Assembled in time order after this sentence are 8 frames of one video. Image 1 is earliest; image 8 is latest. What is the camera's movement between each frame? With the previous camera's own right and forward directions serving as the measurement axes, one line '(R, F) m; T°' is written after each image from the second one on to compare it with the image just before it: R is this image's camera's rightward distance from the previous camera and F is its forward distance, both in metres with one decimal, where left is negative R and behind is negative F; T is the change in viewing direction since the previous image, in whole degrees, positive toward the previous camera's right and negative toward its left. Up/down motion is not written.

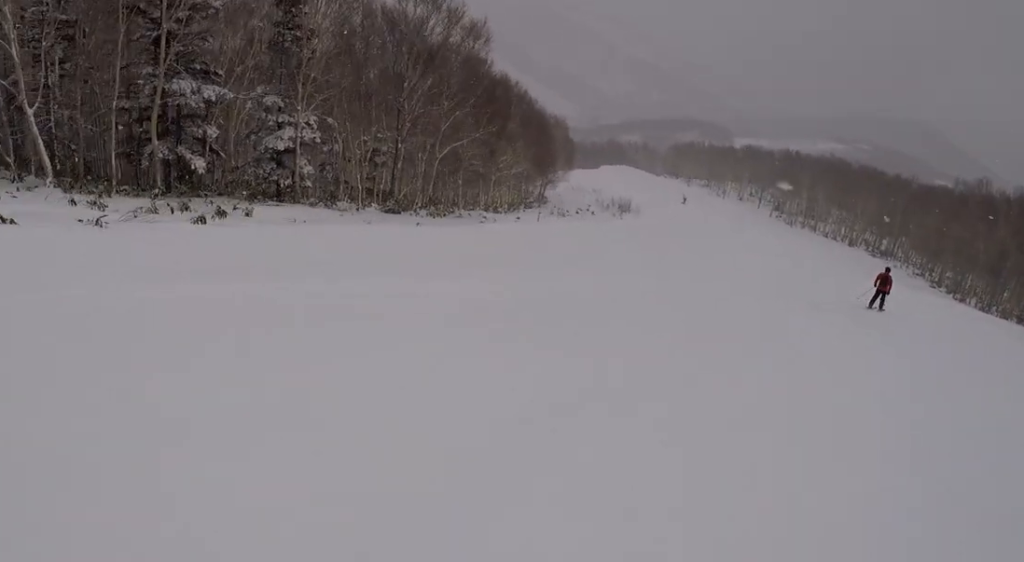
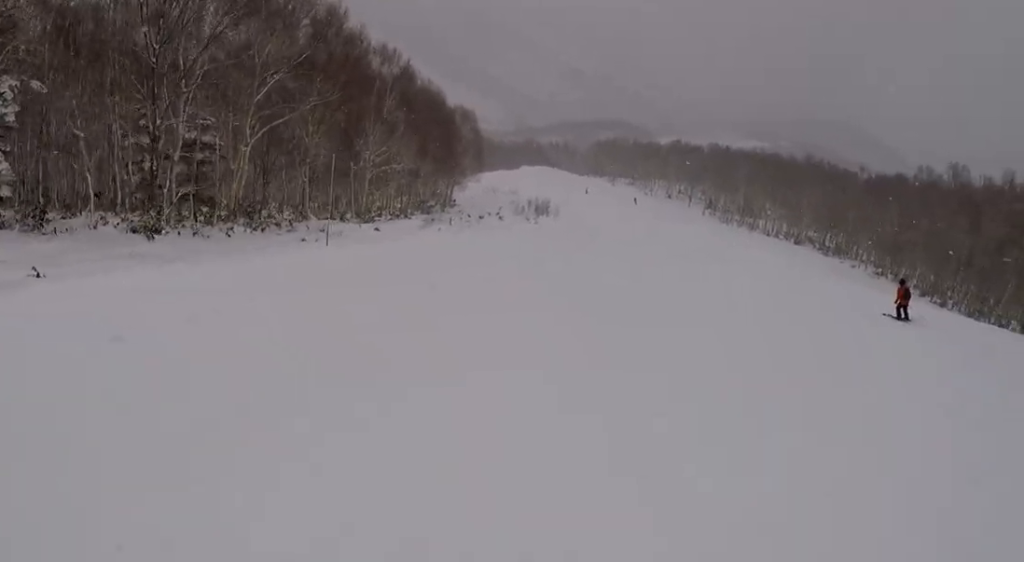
(-0.3, +14.0) m; +2°
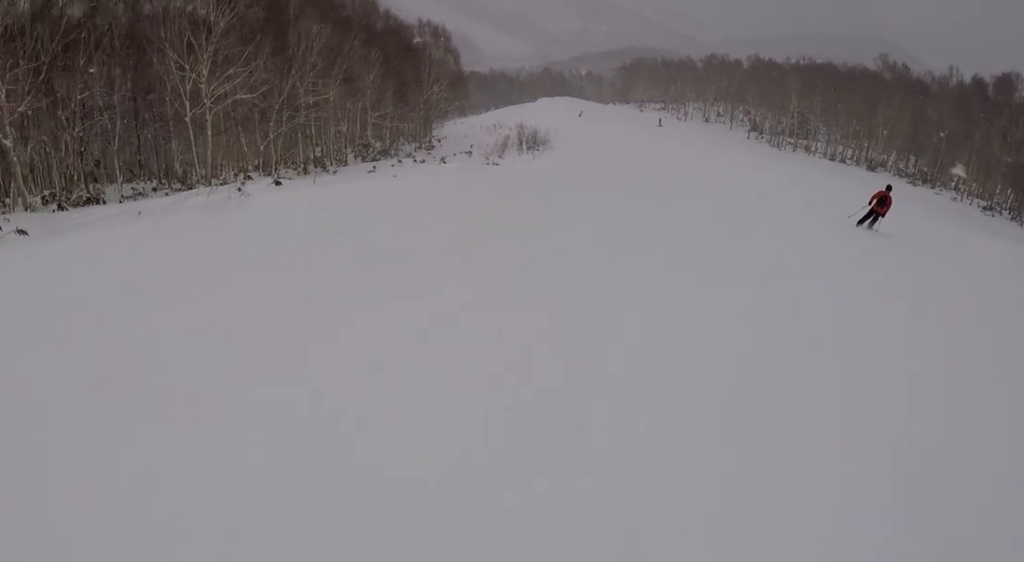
(+0.5, +18.6) m; 0°
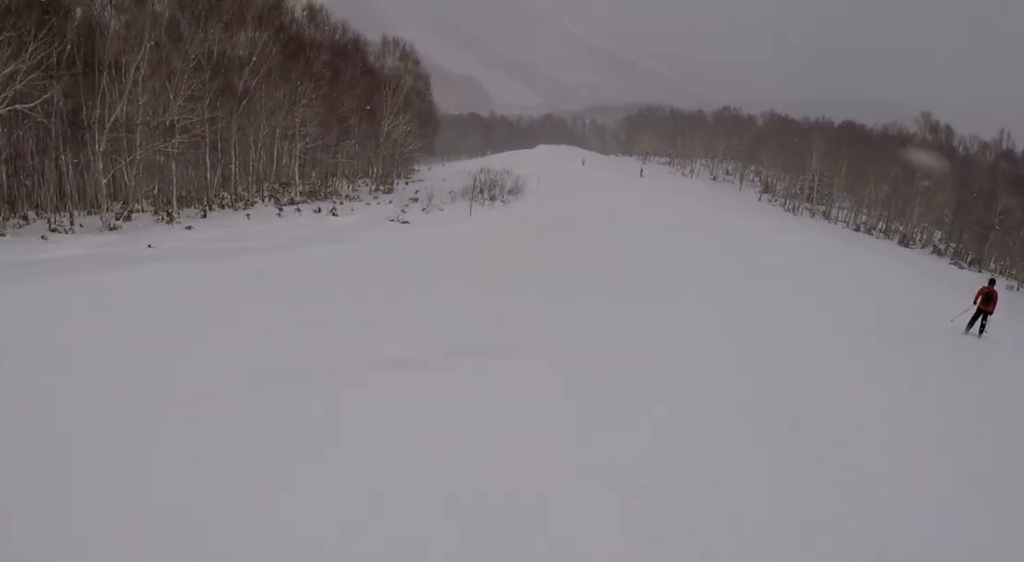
(-0.4, +11.9) m; -6°
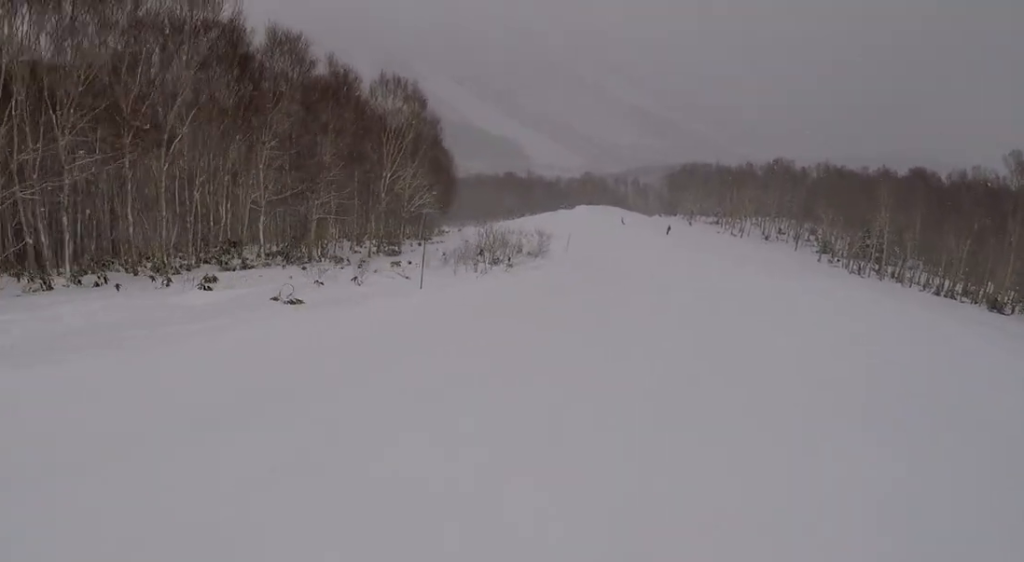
(-0.6, +9.3) m; -4°
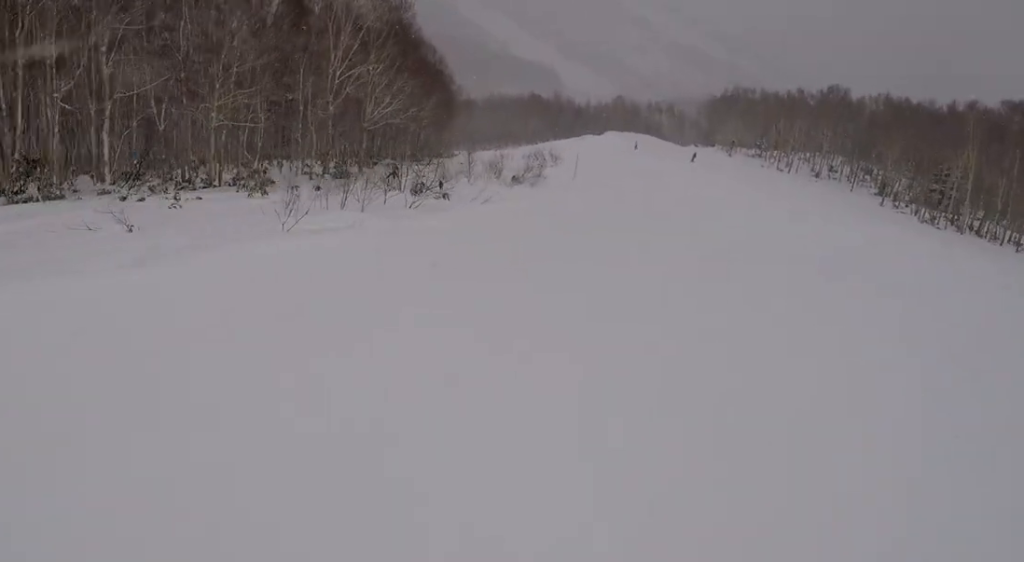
(0.0, +12.9) m; 0°
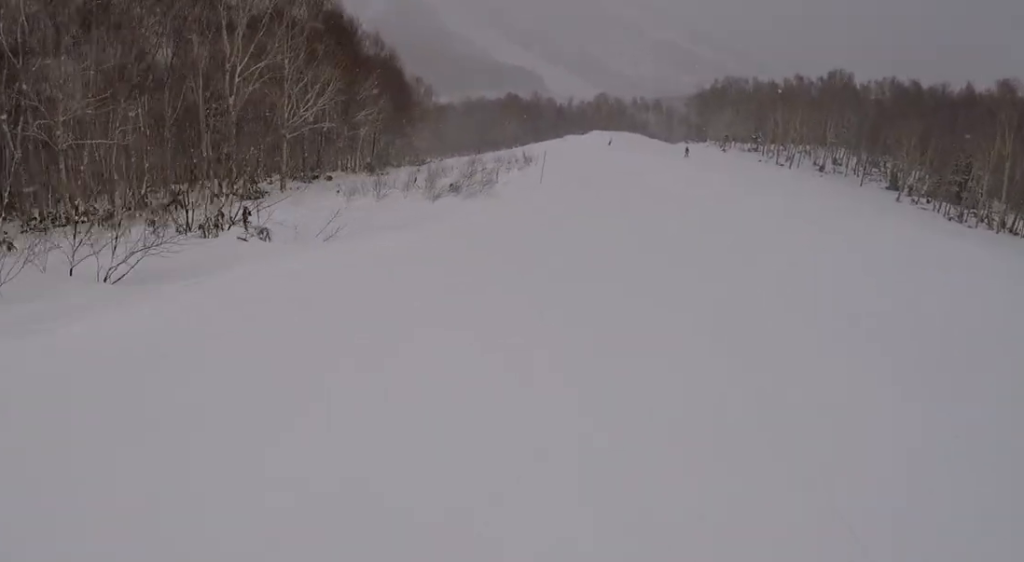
(0.0, +8.0) m; 0°
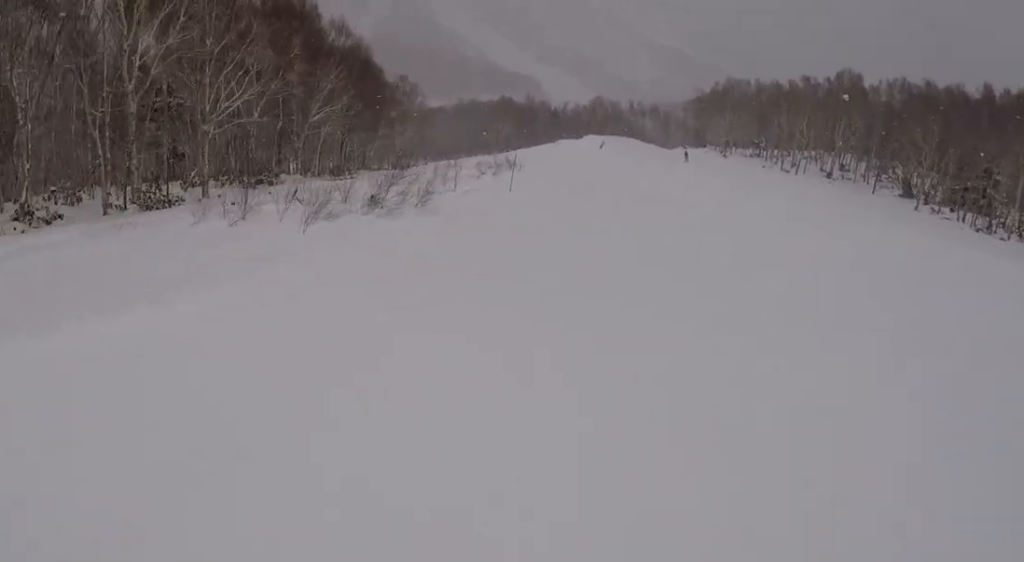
(0.0, +6.8) m; 0°
